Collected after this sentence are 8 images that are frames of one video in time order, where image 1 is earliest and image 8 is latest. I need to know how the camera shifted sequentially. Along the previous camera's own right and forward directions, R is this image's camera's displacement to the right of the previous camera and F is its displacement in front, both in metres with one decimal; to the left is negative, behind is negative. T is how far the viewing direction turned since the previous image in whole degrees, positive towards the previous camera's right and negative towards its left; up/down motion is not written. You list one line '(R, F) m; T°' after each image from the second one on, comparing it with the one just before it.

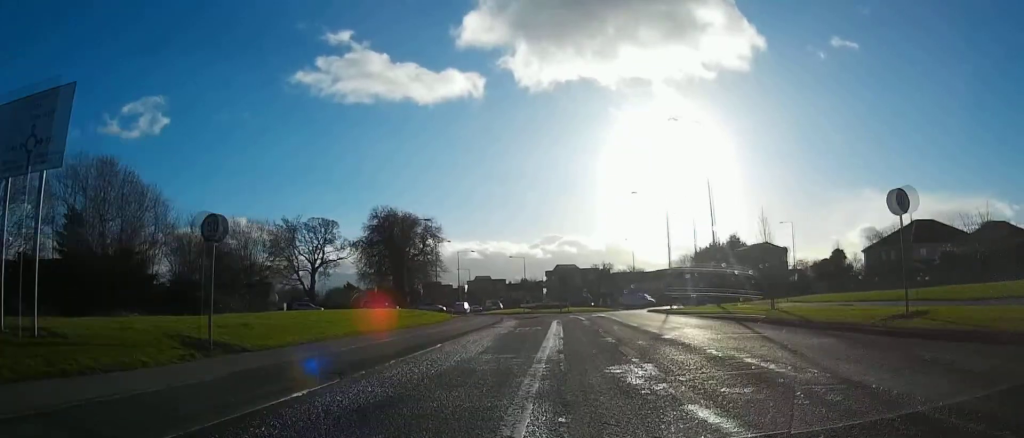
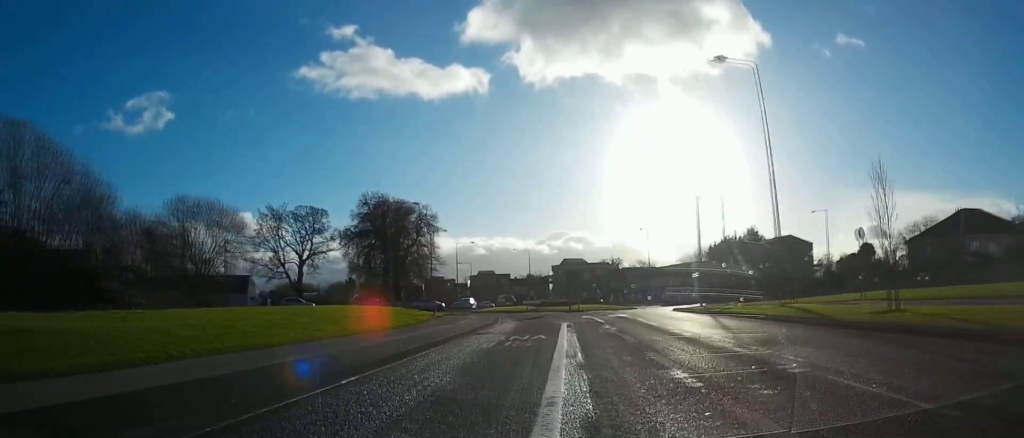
(0.0, +8.7) m; 0°
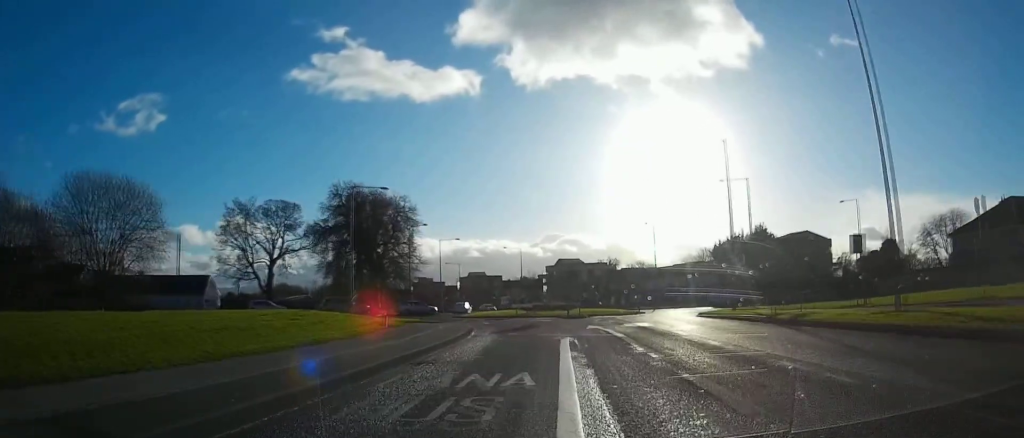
(+0.1, +9.5) m; -1°
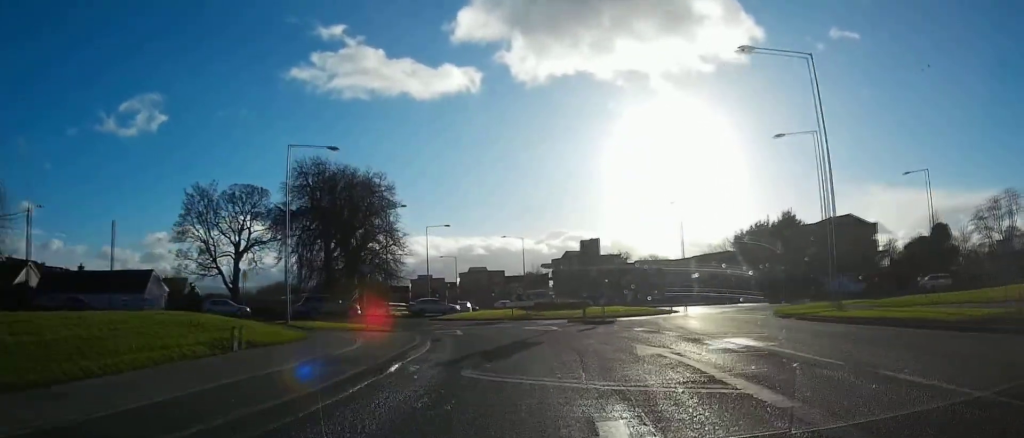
(-0.2, +12.4) m; -2°
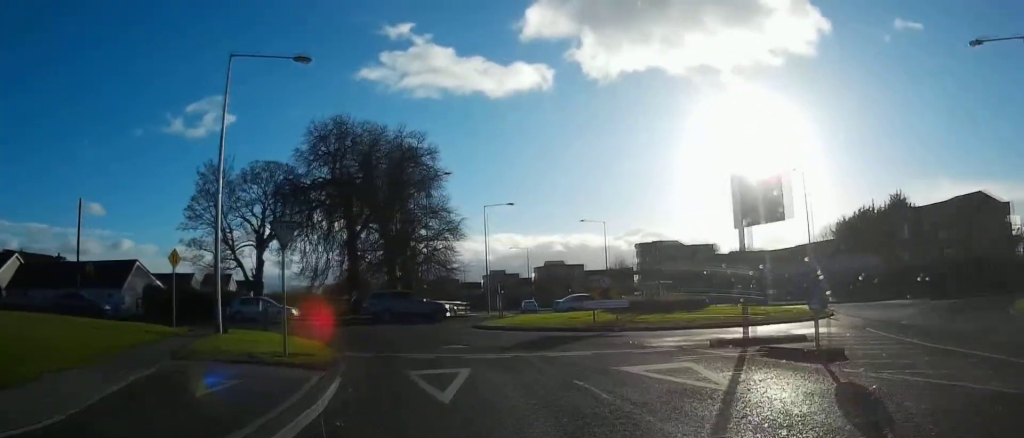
(-0.6, +14.1) m; -7°
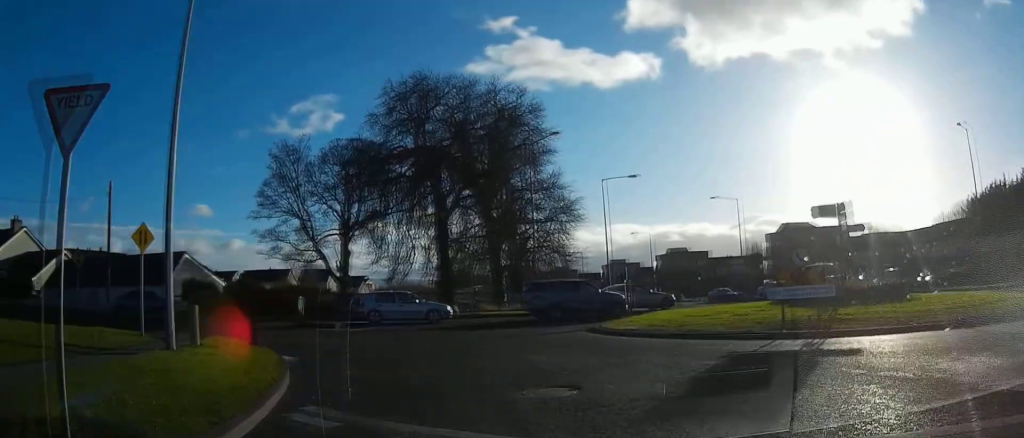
(-0.7, +9.6) m; -9°
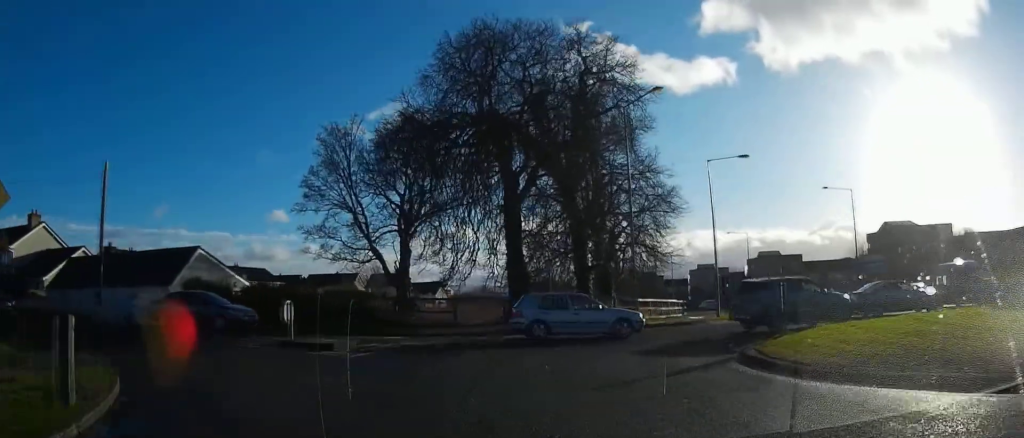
(-0.7, +8.9) m; -5°
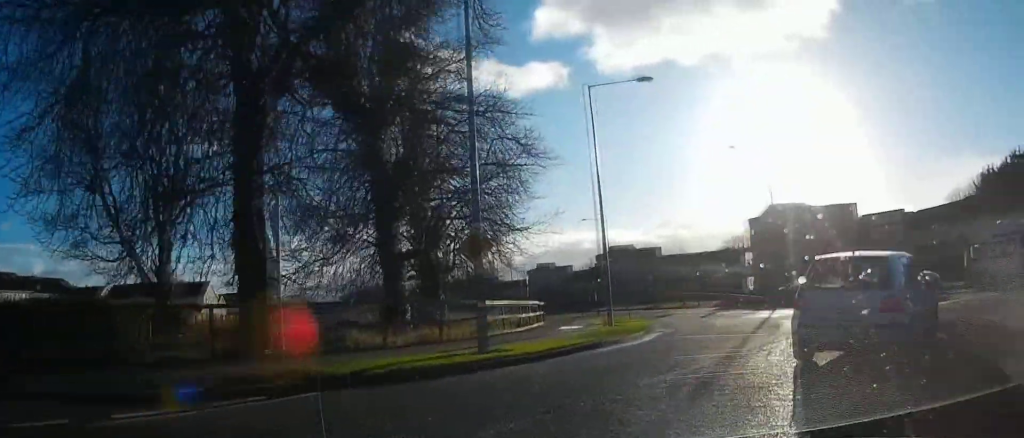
(+0.7, +15.0) m; +14°
